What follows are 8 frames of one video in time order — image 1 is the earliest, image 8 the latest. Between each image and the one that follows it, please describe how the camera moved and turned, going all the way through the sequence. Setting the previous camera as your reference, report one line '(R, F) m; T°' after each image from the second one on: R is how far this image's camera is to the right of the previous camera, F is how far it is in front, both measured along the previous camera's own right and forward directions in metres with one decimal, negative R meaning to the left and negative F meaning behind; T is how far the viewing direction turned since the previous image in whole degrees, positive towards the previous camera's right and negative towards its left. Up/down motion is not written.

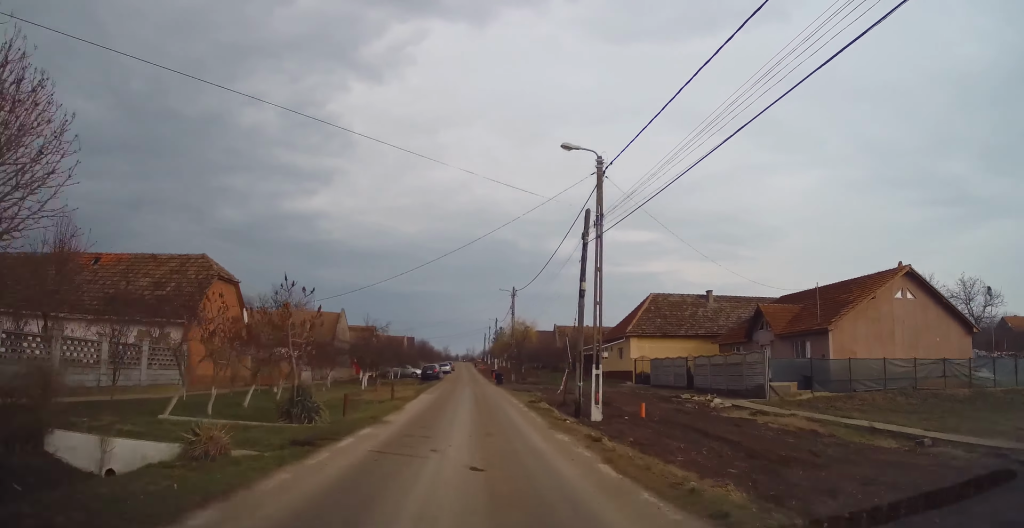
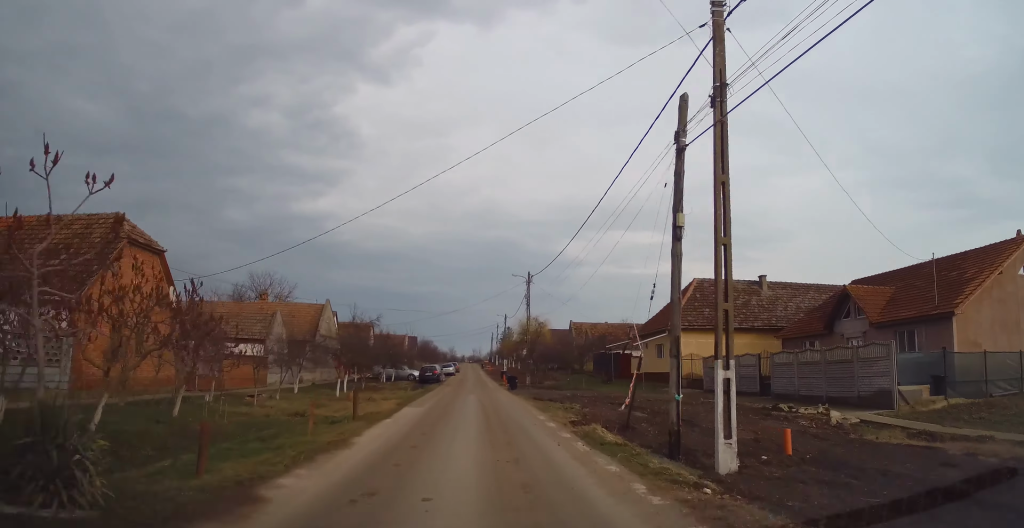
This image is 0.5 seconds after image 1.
(-0.4, +9.3) m; -1°
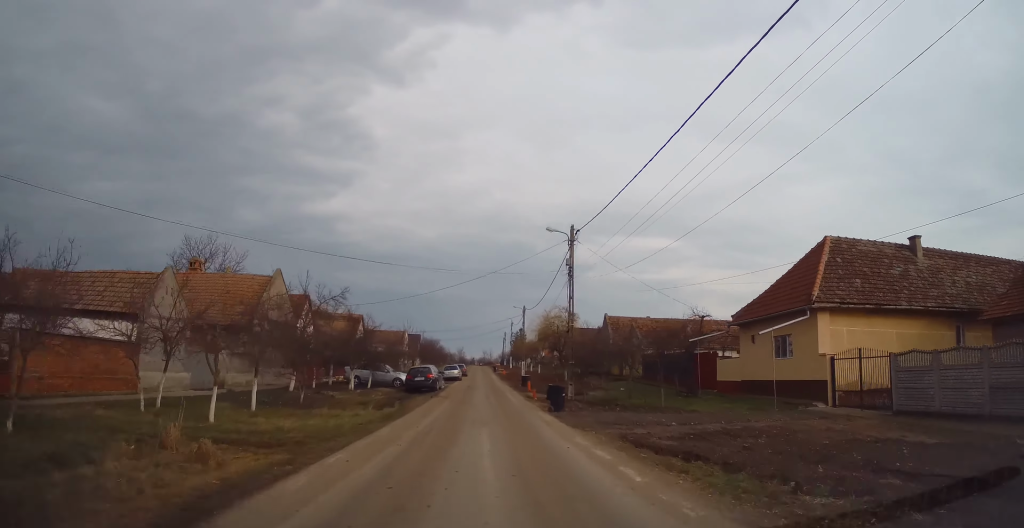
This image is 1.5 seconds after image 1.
(+0.1, +16.3) m; 0°
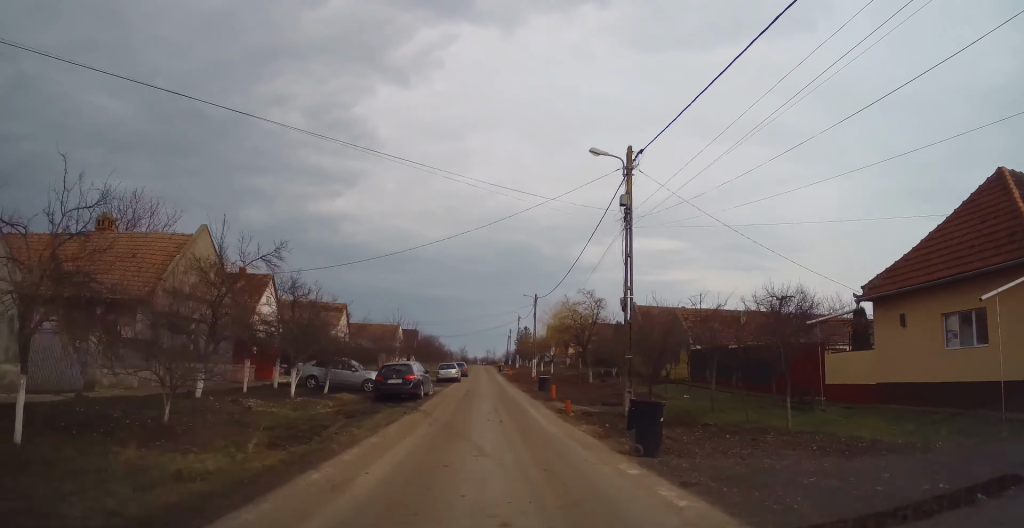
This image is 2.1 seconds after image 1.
(0.0, +11.1) m; 0°
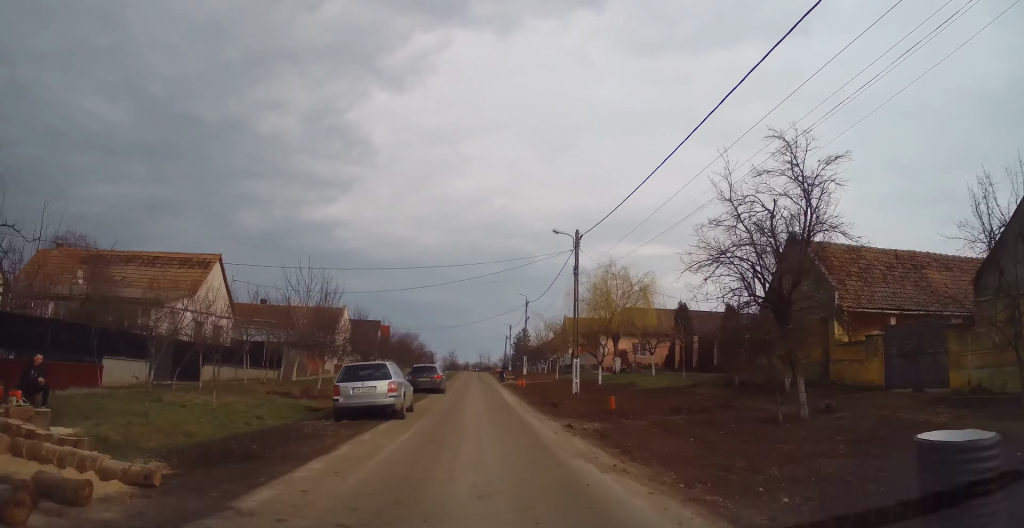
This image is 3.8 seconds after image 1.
(-0.1, +30.2) m; -1°
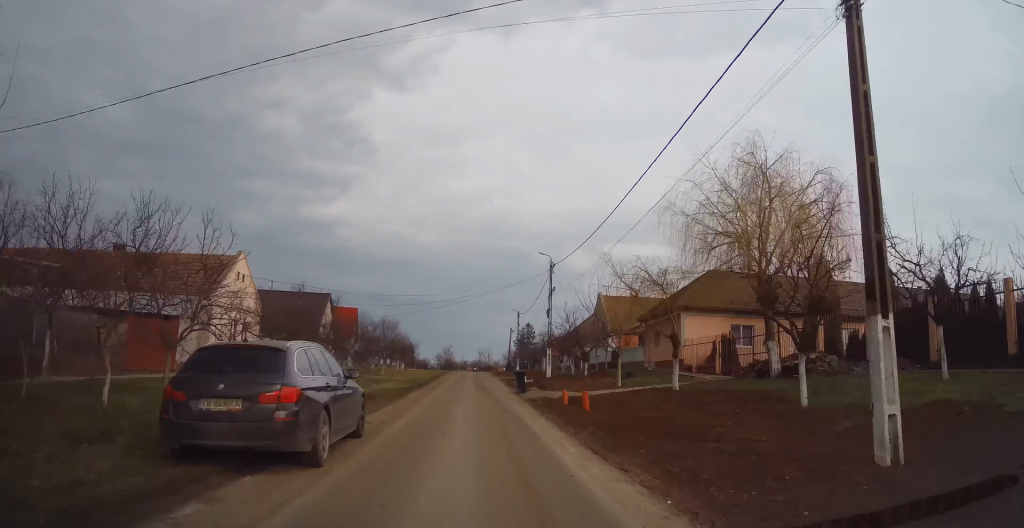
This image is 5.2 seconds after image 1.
(-0.1, +24.4) m; +1°
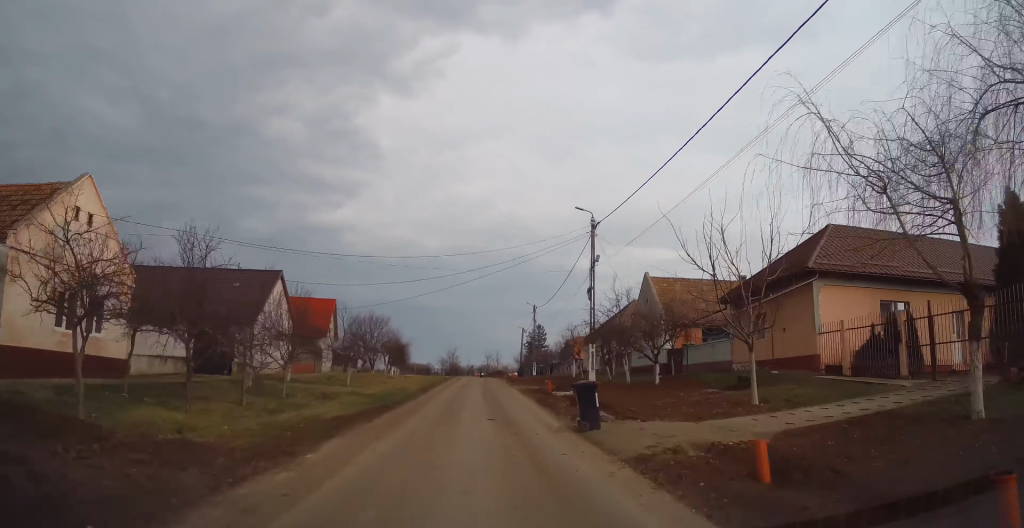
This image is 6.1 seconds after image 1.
(+0.1, +14.4) m; 0°
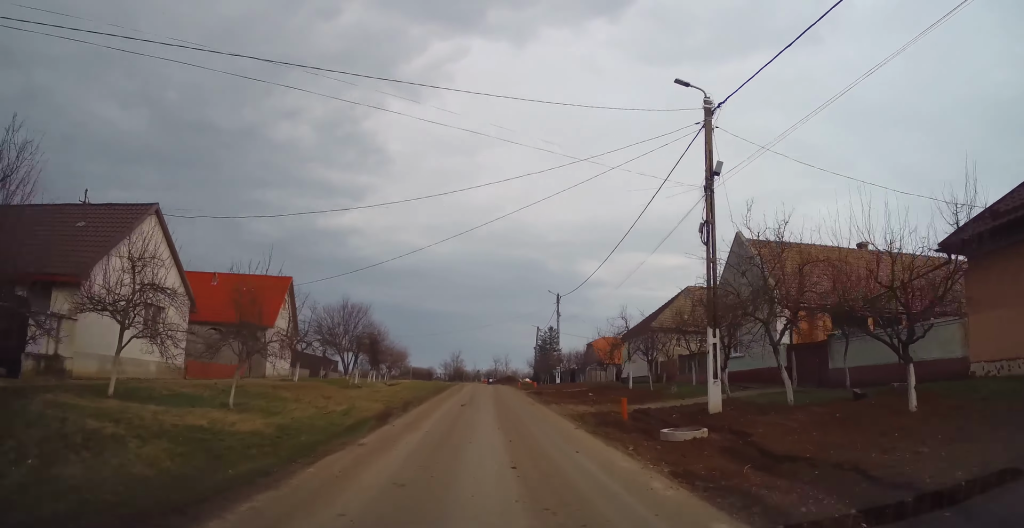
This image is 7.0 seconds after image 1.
(-0.2, +15.9) m; -1°
